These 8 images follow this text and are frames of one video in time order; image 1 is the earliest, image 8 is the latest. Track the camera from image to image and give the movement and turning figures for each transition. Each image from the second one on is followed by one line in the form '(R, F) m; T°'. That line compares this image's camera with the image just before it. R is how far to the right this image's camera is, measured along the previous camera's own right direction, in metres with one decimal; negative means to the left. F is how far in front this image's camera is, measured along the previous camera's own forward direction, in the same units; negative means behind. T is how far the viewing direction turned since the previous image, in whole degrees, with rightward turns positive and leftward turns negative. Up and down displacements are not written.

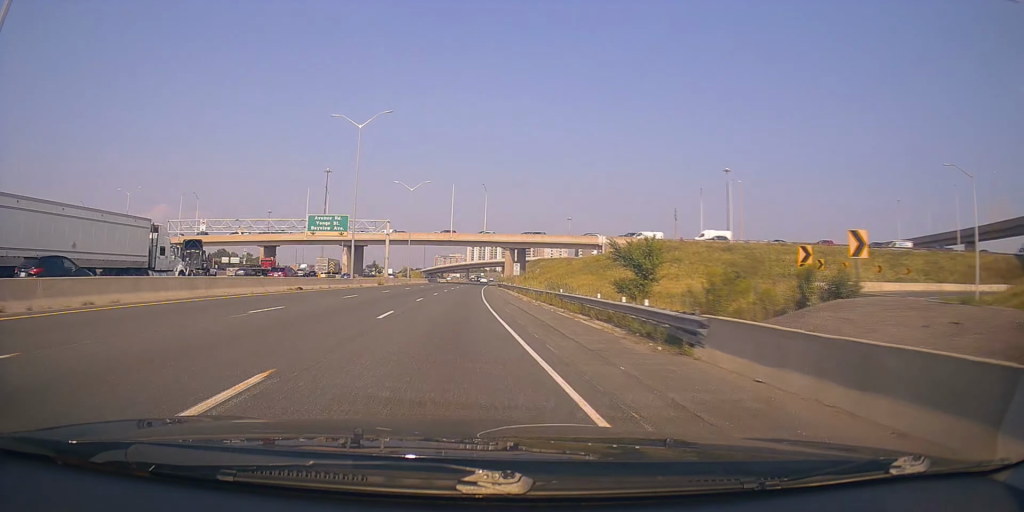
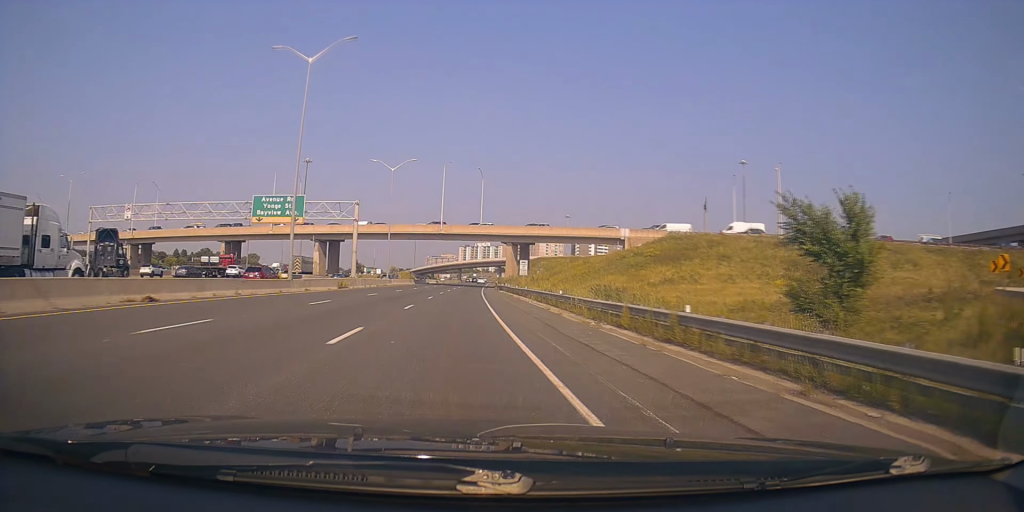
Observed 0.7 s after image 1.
(+0.1, +18.3) m; +2°
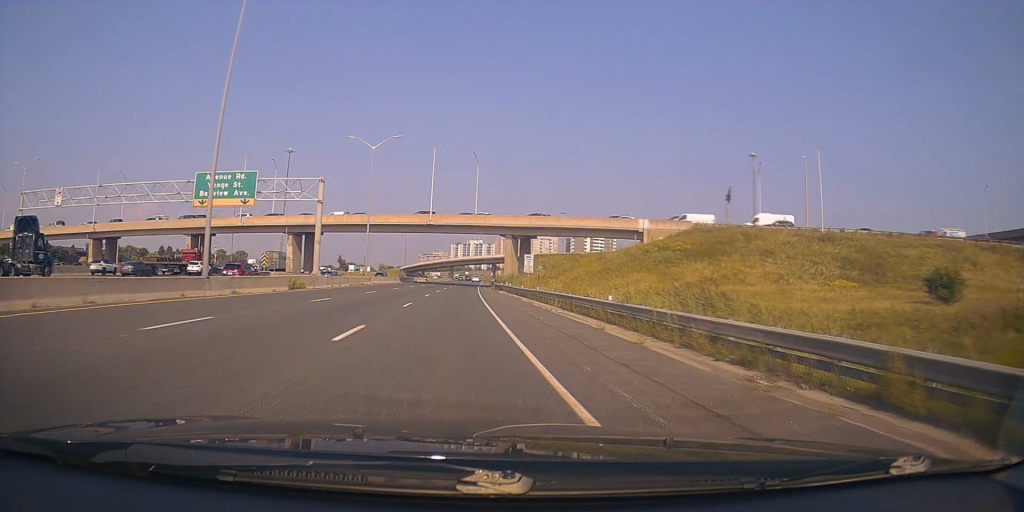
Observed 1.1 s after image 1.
(+0.2, +11.9) m; +1°
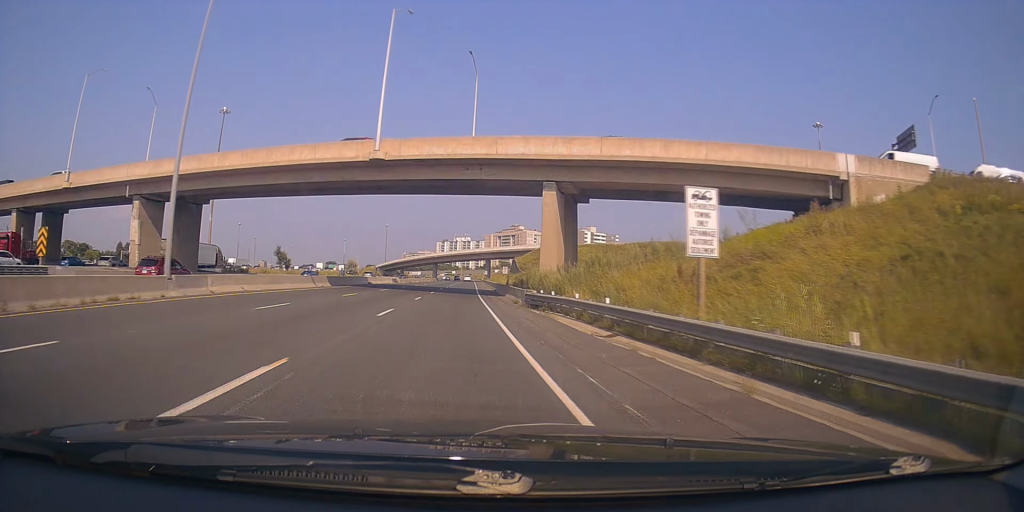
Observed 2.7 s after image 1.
(+1.3, +43.0) m; +2°
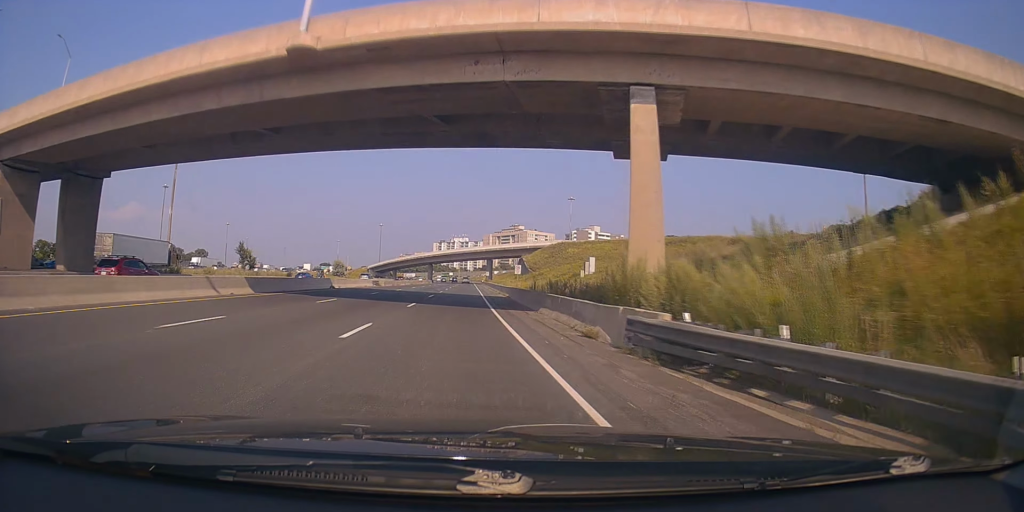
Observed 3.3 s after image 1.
(-0.2, +18.3) m; +1°
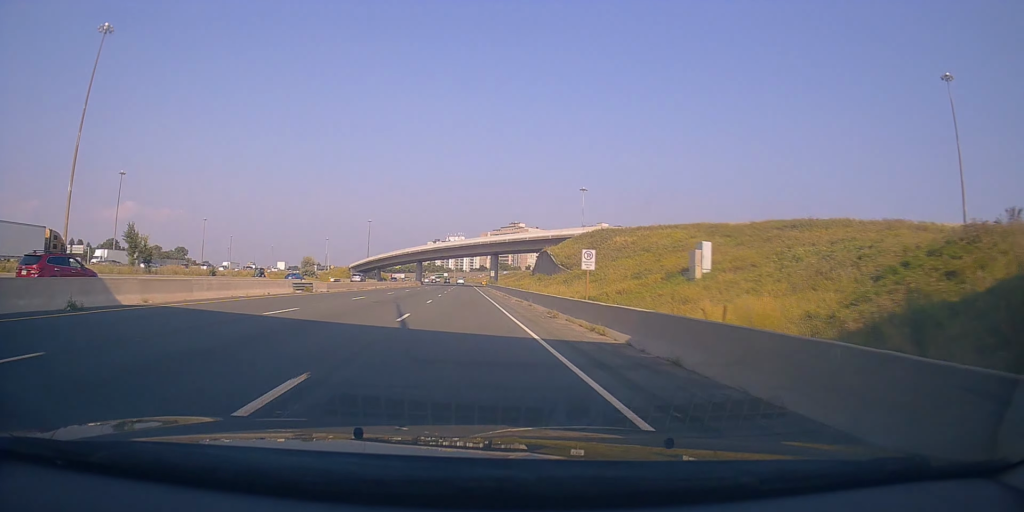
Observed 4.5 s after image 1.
(+0.6, +32.1) m; +1°
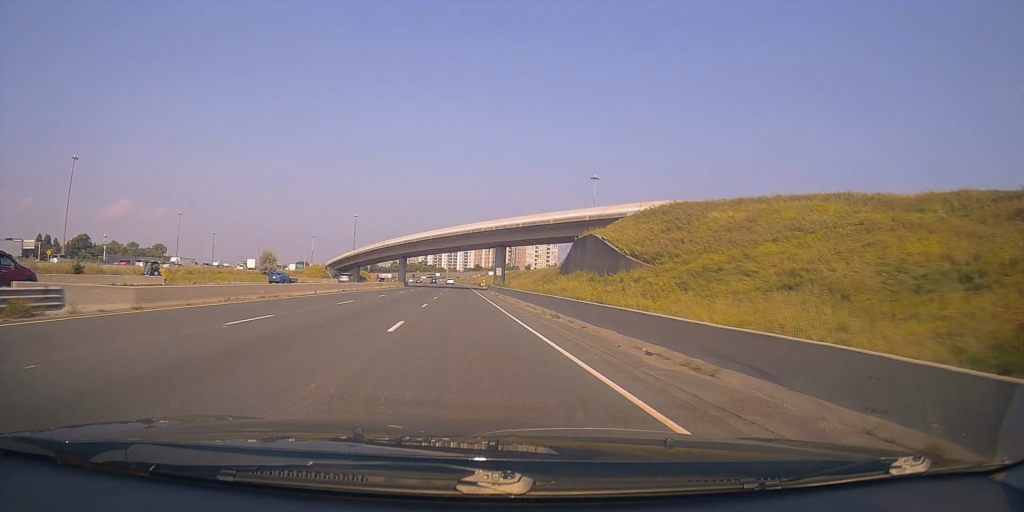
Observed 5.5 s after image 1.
(0.0, +27.8) m; 0°
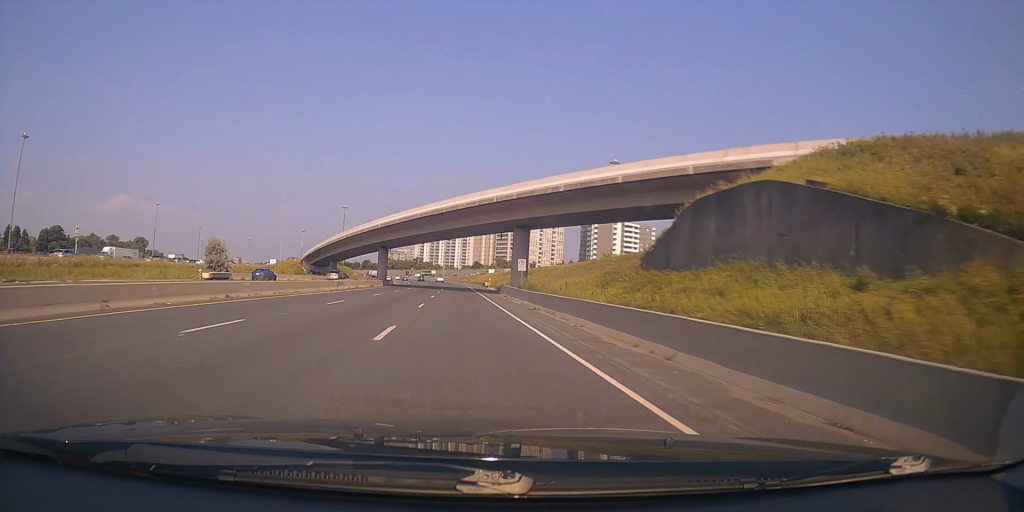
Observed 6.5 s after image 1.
(-0.2, +26.9) m; 0°
